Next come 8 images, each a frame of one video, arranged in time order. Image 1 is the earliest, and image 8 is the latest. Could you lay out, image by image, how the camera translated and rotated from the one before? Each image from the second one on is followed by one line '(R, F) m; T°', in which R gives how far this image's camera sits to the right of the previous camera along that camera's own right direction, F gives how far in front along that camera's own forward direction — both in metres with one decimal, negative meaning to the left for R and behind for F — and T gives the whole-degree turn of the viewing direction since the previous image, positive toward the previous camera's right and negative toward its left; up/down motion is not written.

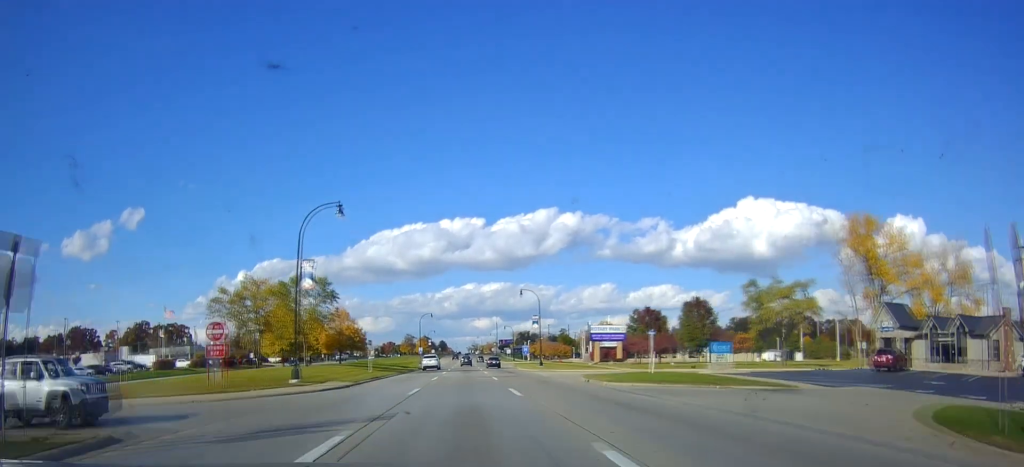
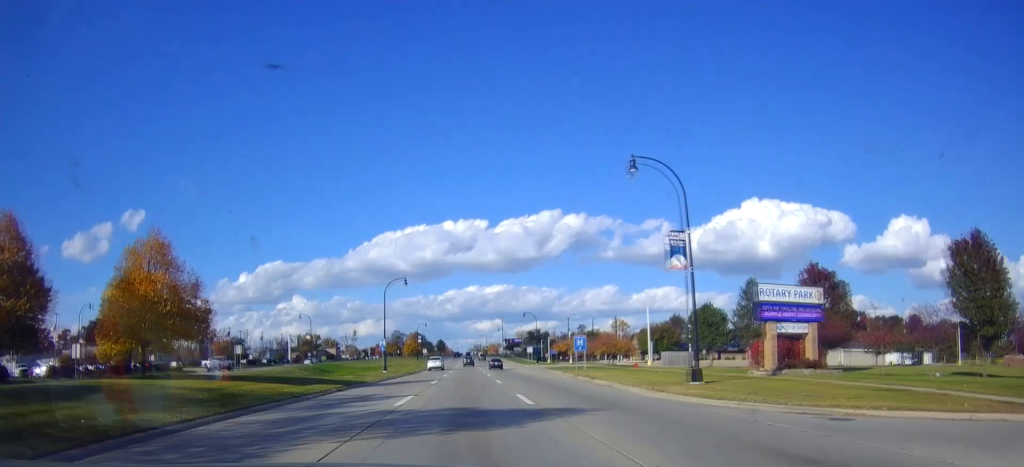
(-0.3, +47.8) m; 0°
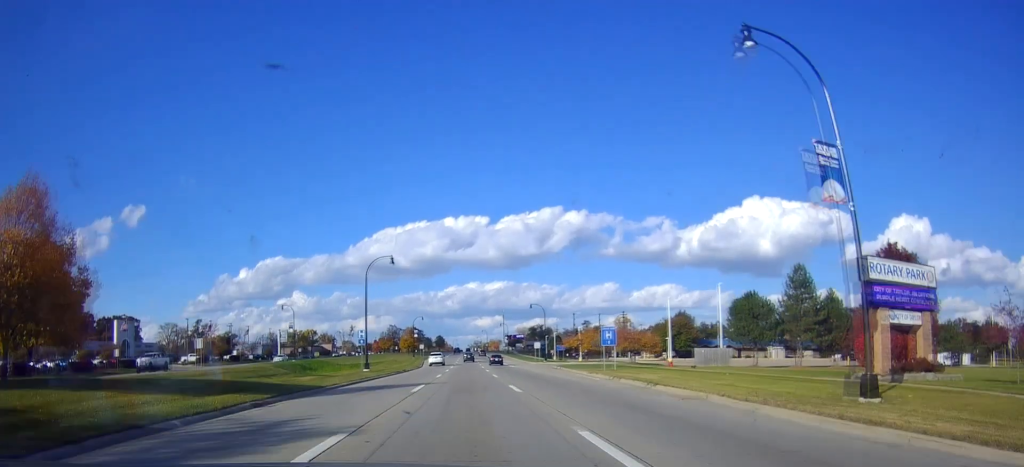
(0.0, +11.0) m; -1°
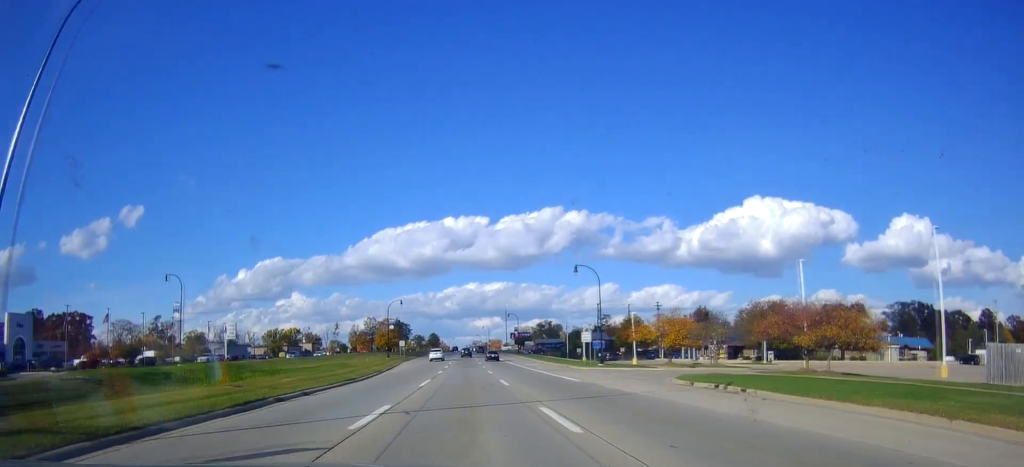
(-1.0, +41.0) m; -1°
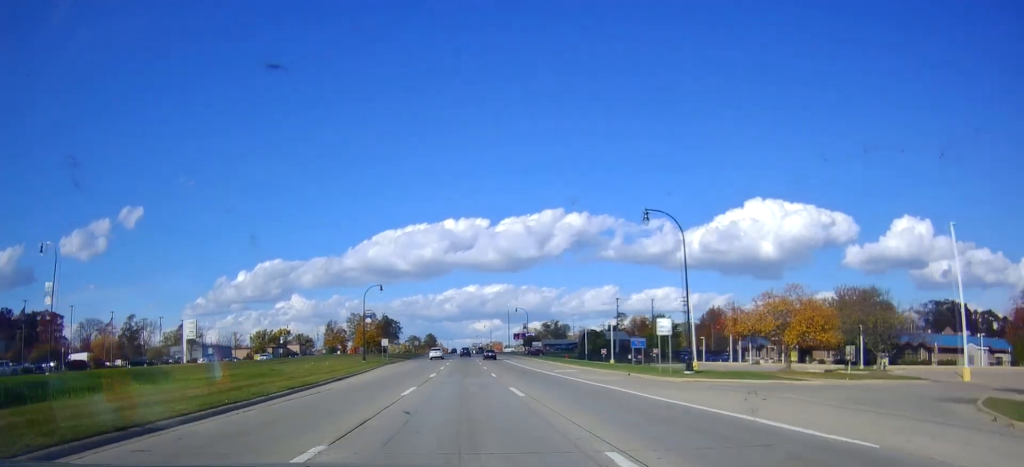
(+0.5, +22.3) m; +1°
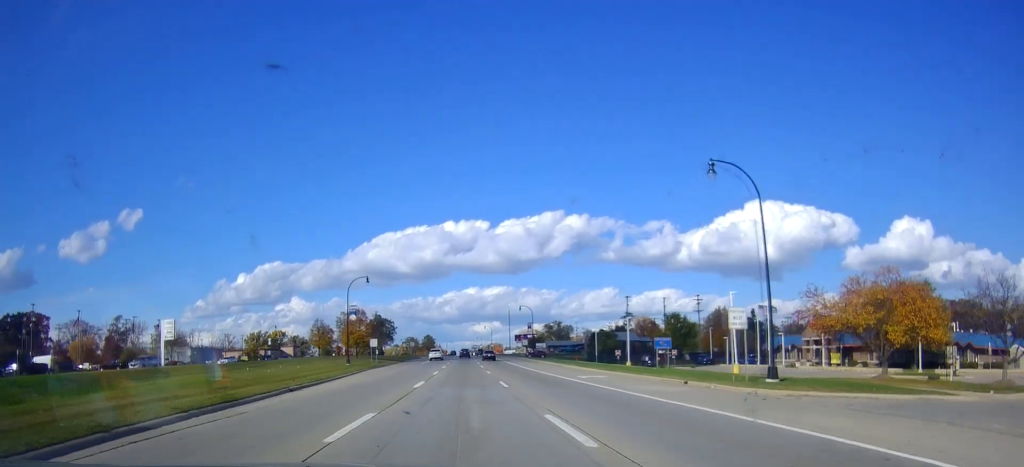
(0.0, +9.7) m; 0°
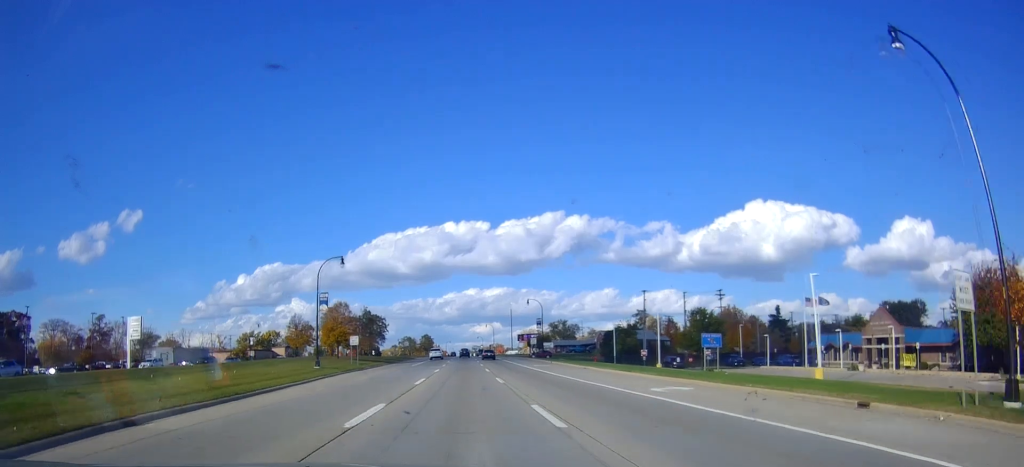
(0.0, +13.2) m; -1°
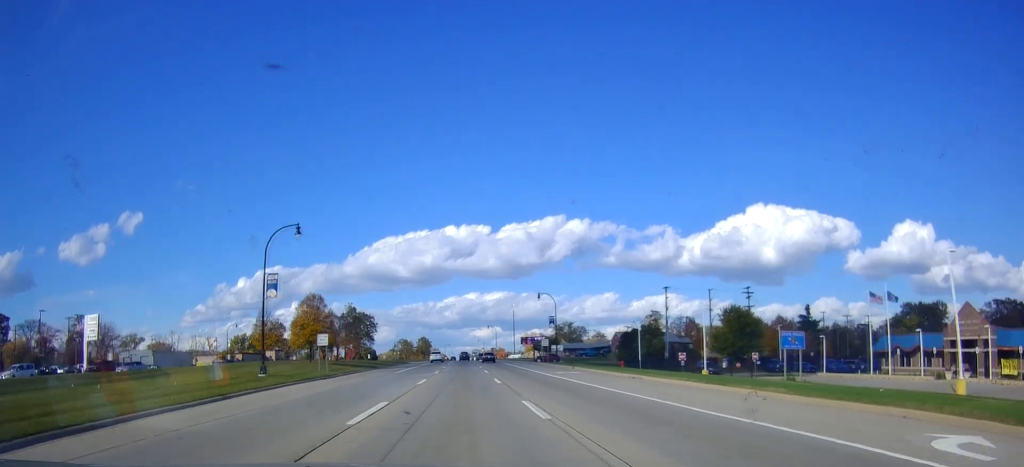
(0.0, +13.9) m; -1°
